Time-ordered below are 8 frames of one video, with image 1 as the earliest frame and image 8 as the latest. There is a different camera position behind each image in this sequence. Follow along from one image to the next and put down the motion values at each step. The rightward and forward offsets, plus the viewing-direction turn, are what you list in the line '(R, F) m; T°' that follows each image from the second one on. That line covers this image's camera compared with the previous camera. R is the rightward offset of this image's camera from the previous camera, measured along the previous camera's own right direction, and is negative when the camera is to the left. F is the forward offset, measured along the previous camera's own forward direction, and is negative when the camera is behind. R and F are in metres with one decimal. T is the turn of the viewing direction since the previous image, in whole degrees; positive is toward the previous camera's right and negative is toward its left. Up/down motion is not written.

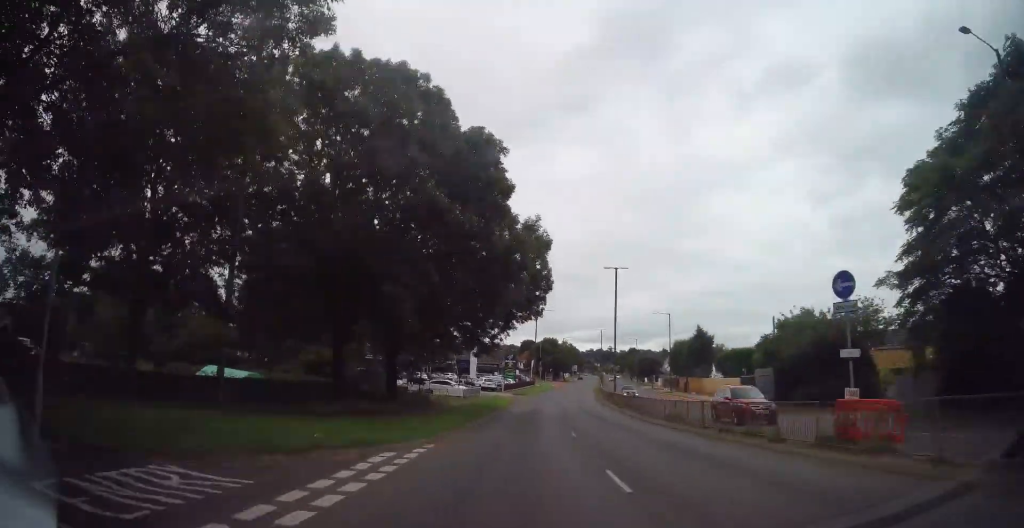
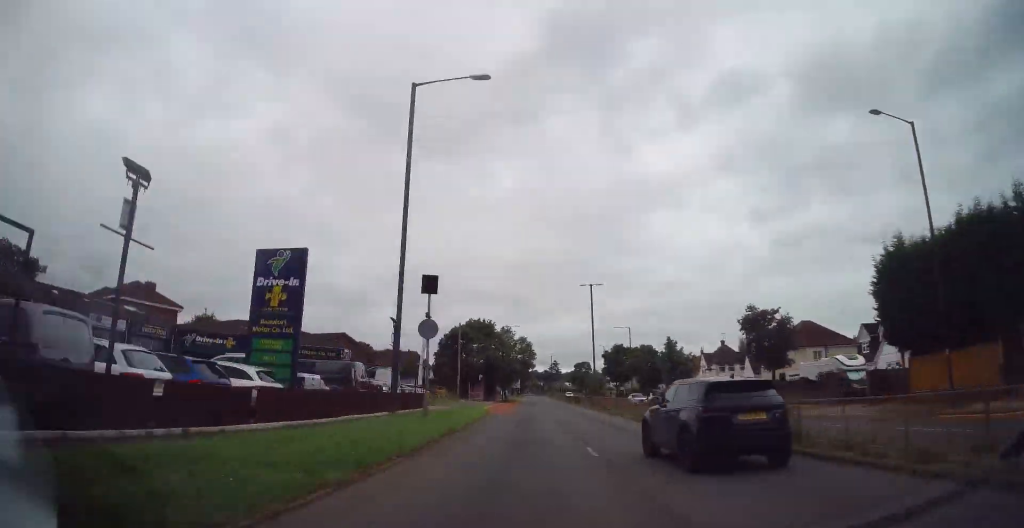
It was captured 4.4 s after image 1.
(+4.1, +63.5) m; +6°
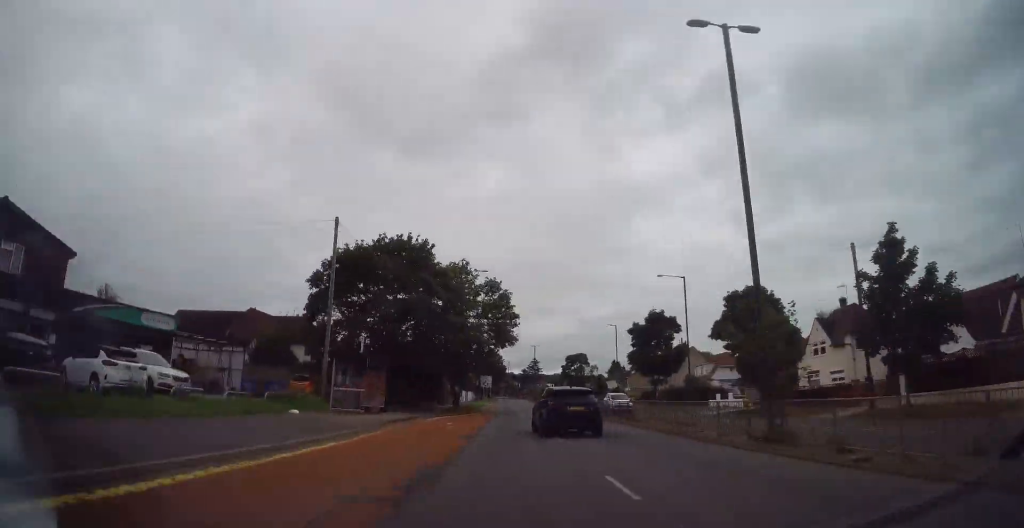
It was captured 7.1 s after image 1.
(+0.7, +39.1) m; +1°
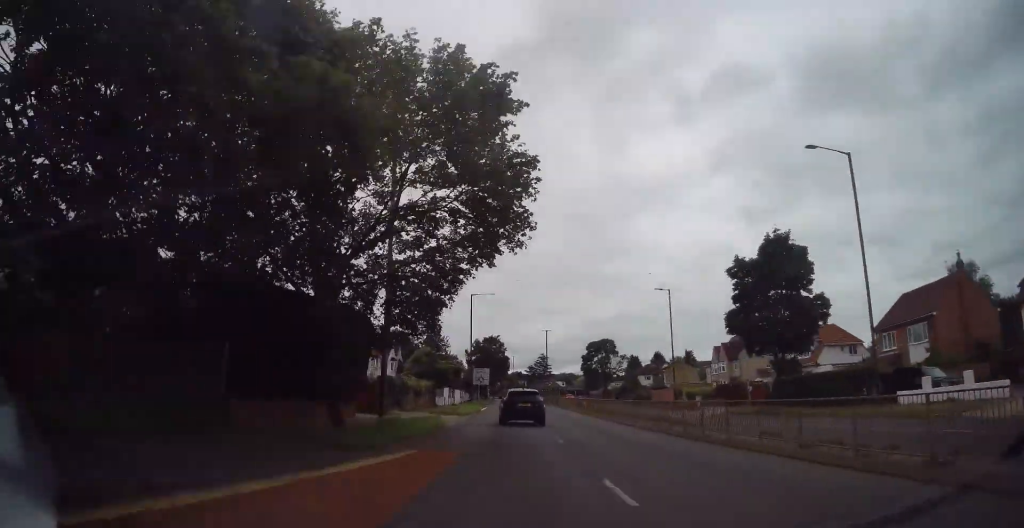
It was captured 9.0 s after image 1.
(0.0, +27.0) m; 0°
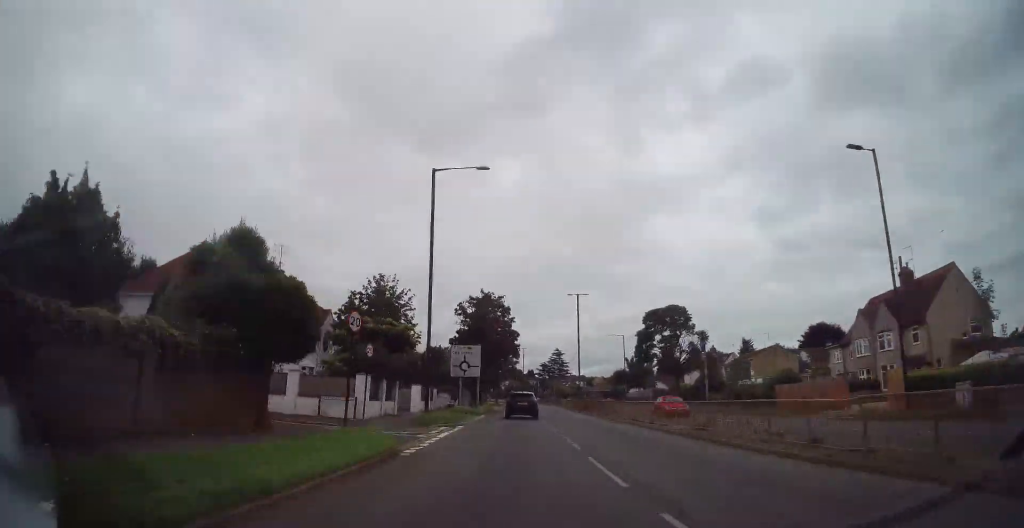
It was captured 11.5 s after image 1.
(-0.2, +35.0) m; 0°
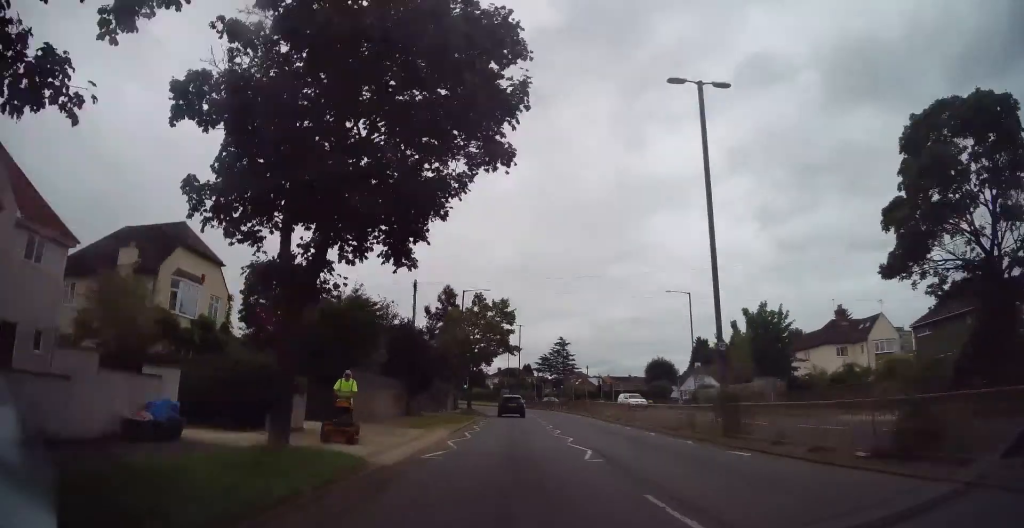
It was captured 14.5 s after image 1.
(0.0, +40.8) m; -1°
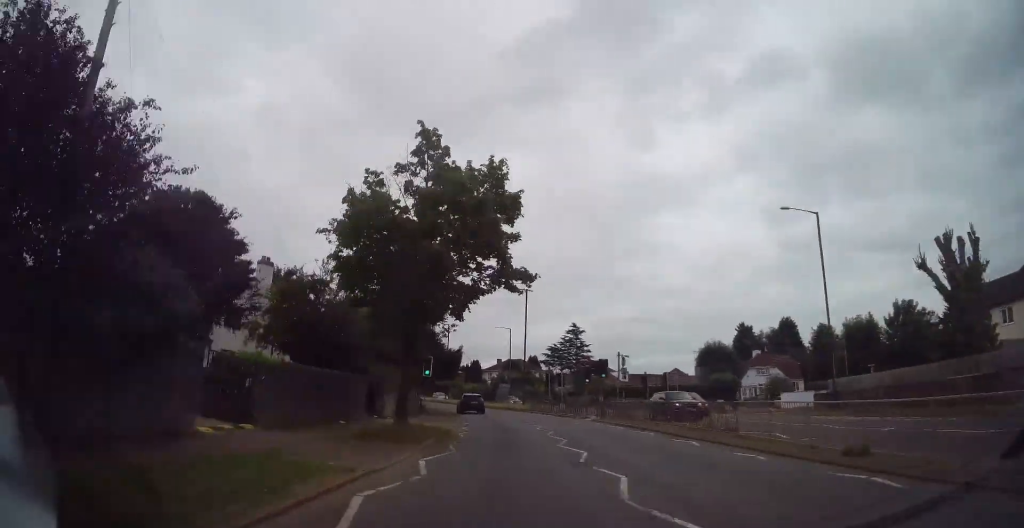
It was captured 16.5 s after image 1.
(+0.7, +26.6) m; -3°
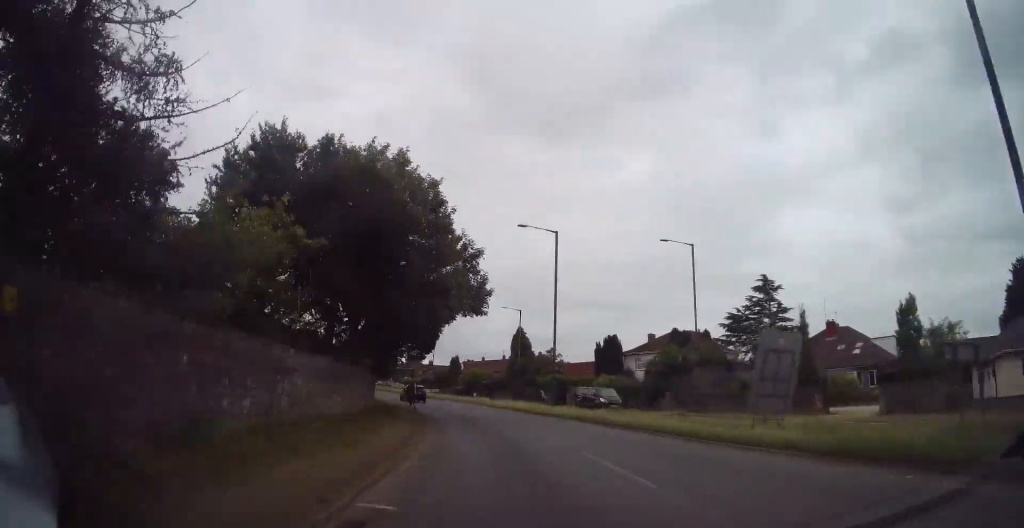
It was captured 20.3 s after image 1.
(-5.7, +48.5) m; -14°
